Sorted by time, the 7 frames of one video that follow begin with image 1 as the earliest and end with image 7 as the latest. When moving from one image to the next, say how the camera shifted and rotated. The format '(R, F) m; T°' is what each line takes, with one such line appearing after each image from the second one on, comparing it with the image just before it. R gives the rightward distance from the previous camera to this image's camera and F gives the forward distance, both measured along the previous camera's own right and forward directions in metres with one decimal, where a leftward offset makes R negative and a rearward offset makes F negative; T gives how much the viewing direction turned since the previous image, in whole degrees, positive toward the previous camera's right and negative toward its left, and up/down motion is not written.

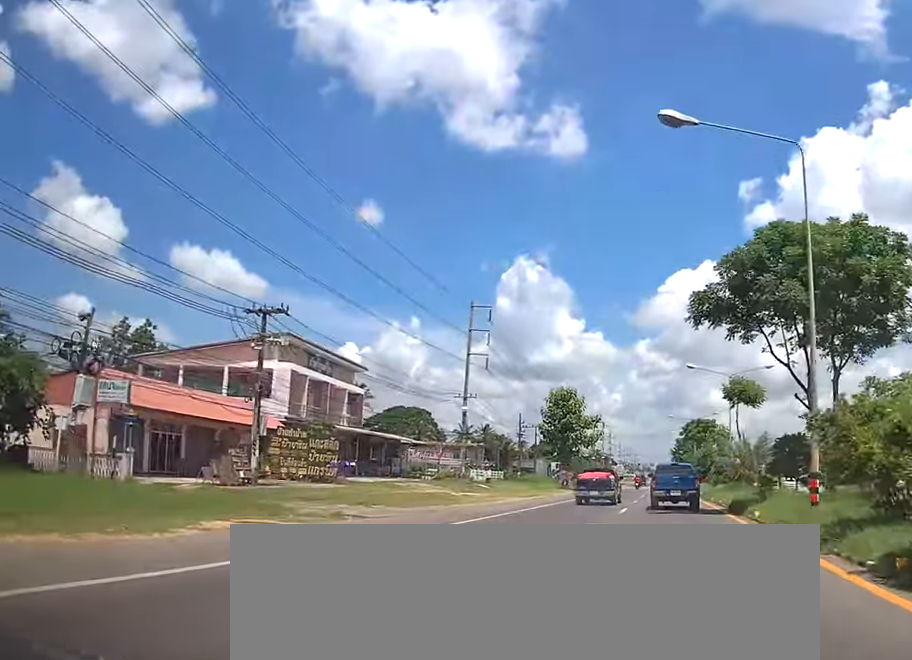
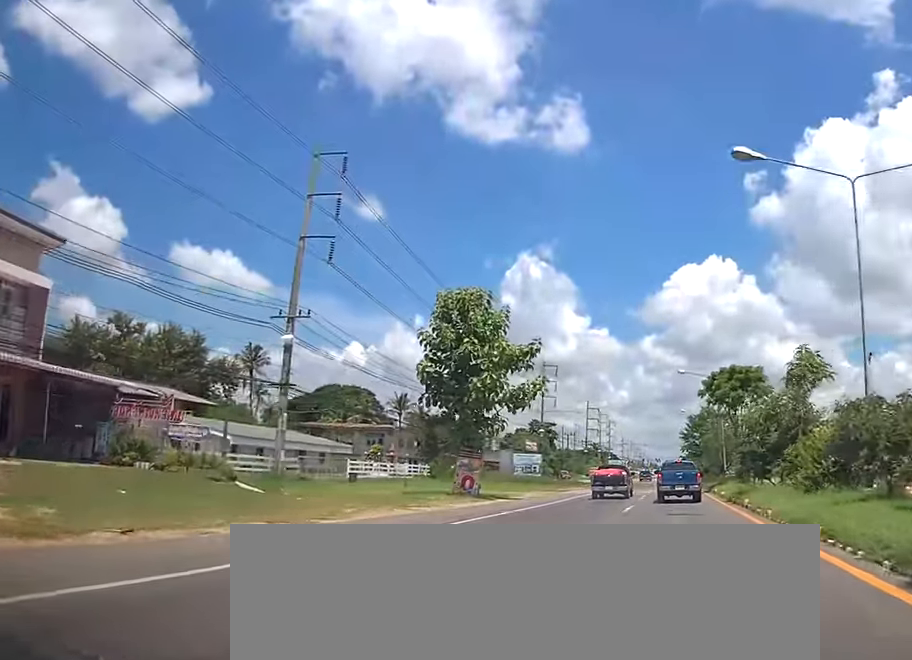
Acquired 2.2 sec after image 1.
(-0.2, +36.7) m; 0°
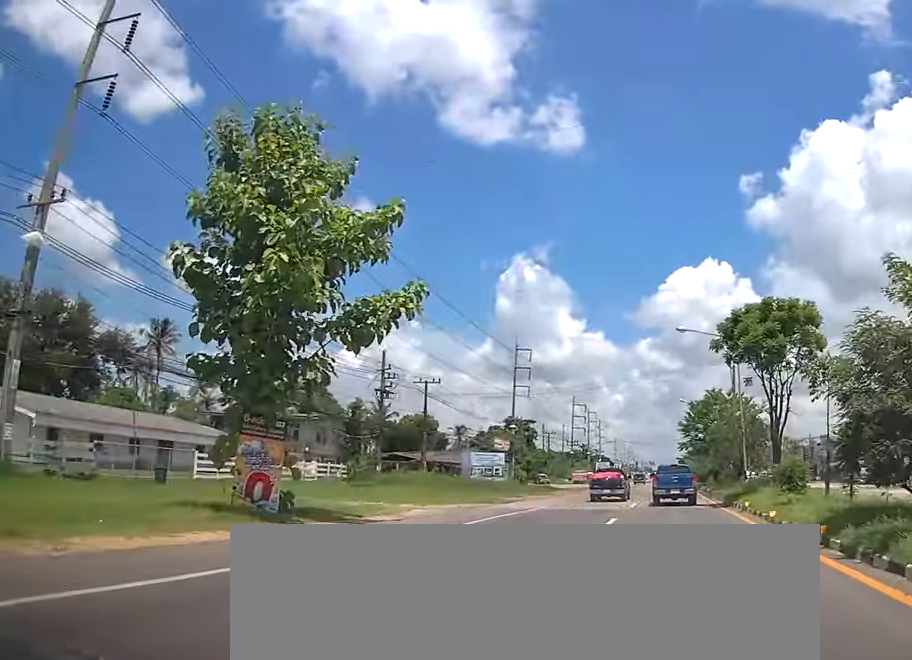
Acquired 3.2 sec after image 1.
(-0.1, +18.2) m; -1°
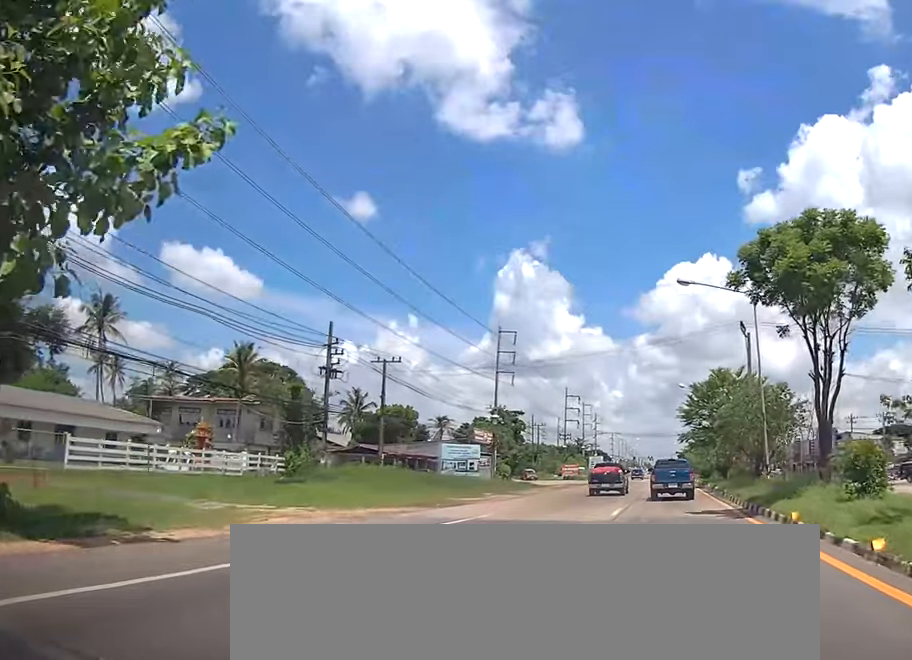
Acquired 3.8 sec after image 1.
(0.0, +9.2) m; 0°
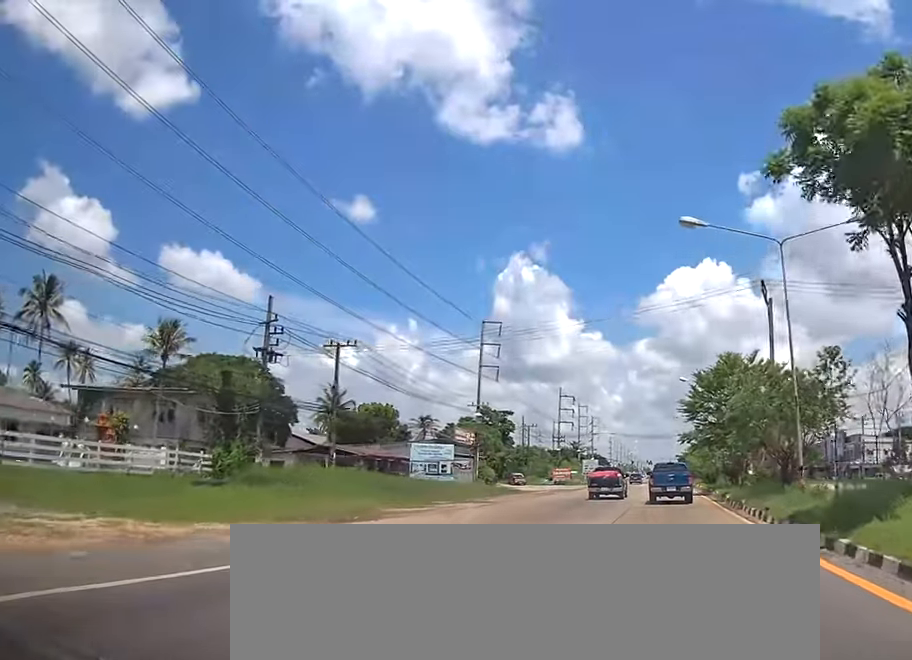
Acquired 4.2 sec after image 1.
(0.0, +8.0) m; 0°
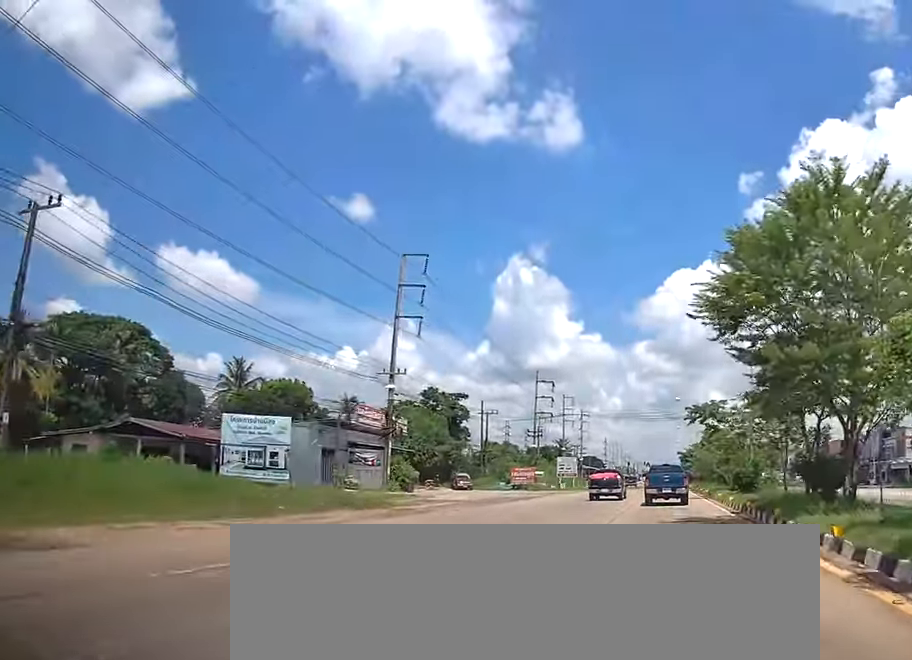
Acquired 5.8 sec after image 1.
(+0.2, +25.8) m; +1°
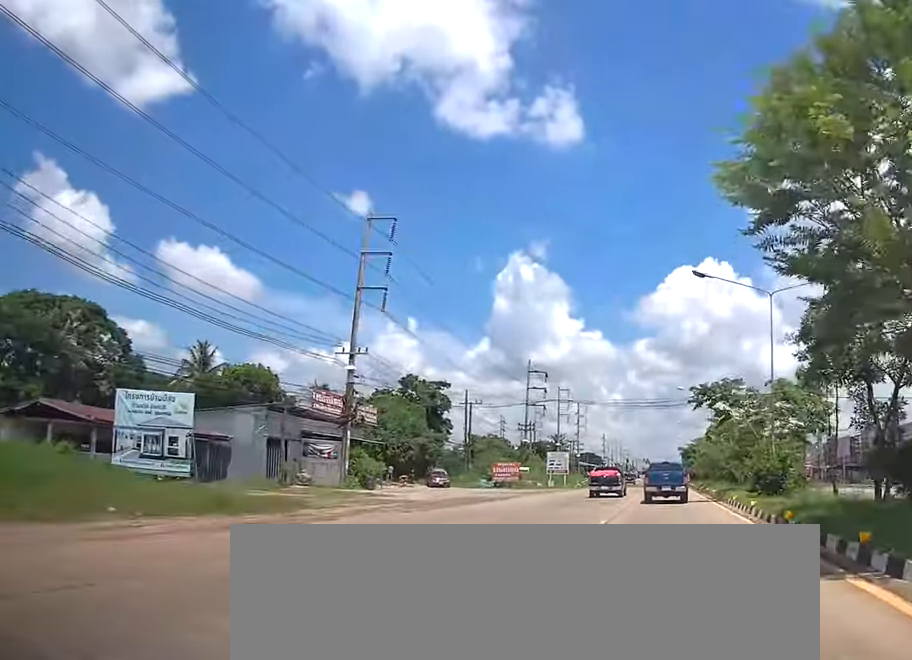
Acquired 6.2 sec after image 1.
(+0.1, +7.5) m; 0°
